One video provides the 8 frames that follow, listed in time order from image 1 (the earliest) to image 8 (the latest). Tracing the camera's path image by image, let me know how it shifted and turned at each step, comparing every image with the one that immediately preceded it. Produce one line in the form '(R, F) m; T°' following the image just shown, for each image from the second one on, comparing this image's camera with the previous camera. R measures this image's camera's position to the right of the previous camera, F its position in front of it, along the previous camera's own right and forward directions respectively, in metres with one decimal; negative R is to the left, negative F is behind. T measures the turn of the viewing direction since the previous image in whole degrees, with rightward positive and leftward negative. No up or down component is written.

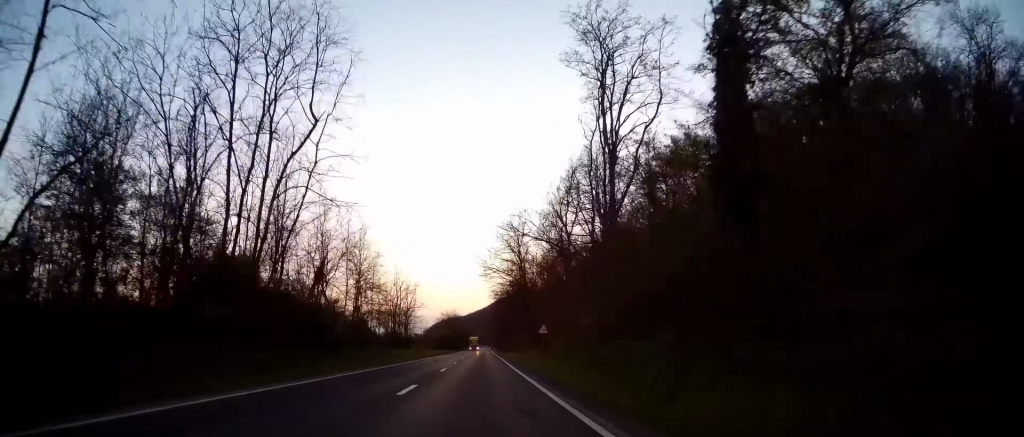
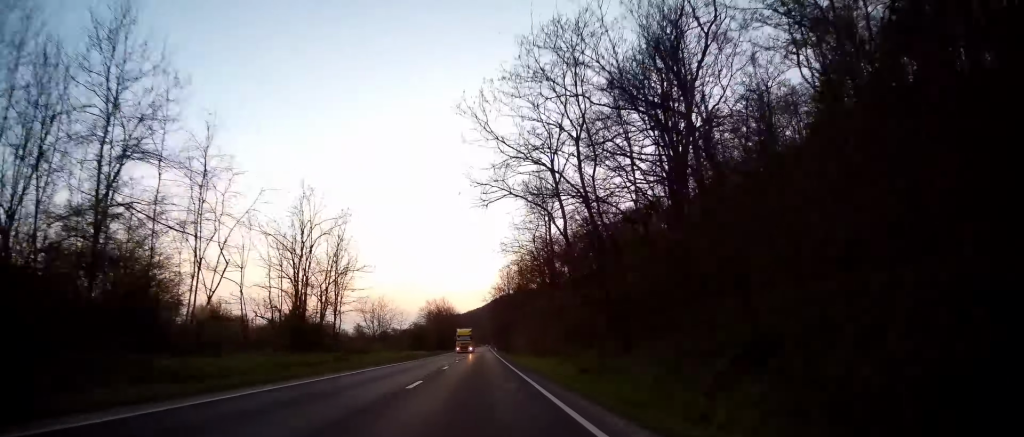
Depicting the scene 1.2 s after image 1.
(-0.1, +34.7) m; -1°
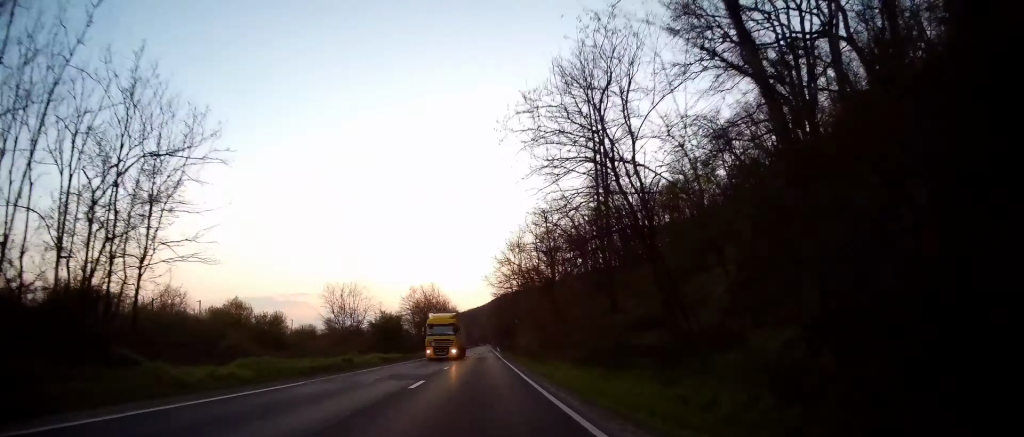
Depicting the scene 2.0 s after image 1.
(-0.4, +24.2) m; 0°
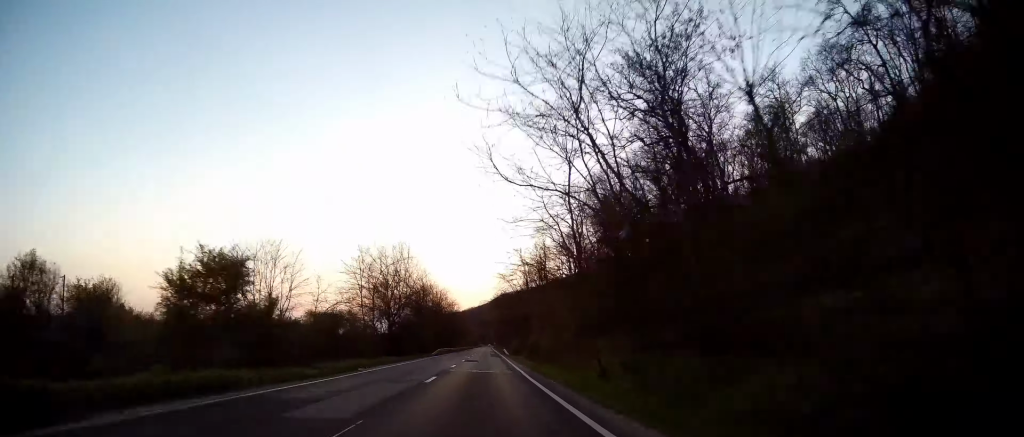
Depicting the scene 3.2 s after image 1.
(+0.6, +34.2) m; +1°
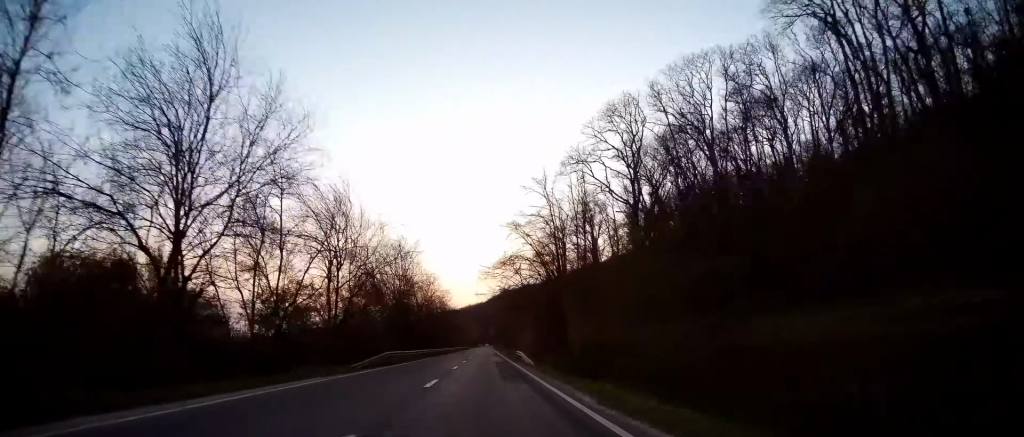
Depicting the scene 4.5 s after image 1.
(-0.1, +37.5) m; -1°
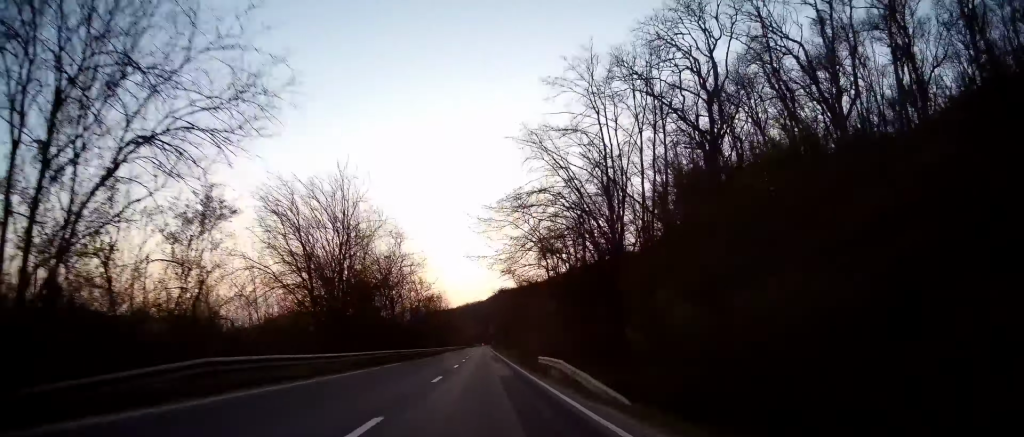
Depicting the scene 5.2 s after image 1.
(0.0, +21.8) m; -1°
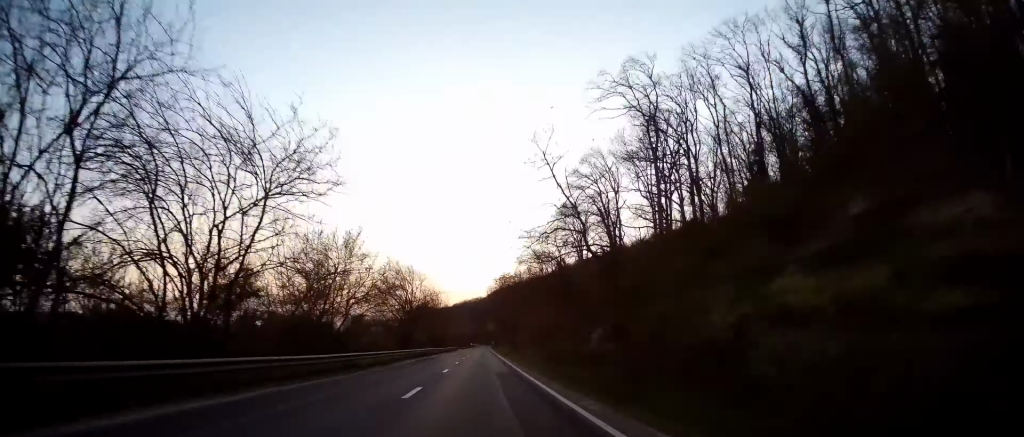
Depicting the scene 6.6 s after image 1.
(-0.2, +40.8) m; +1°
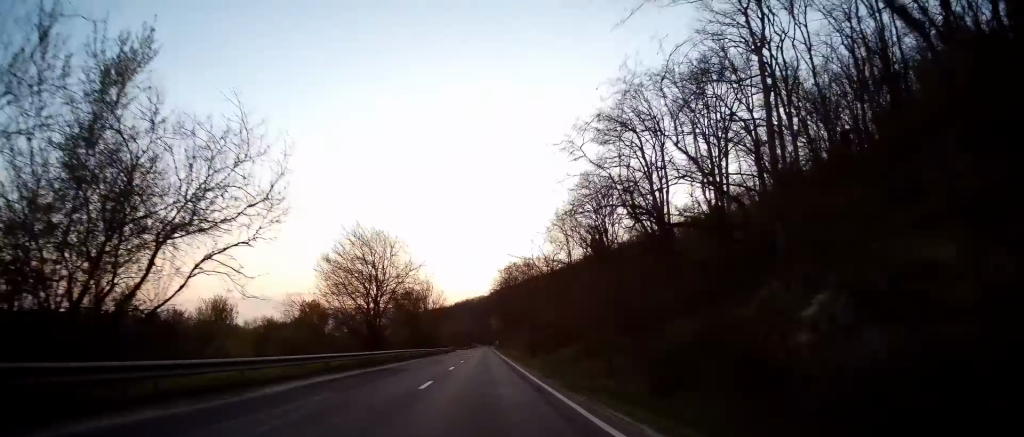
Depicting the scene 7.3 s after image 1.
(+0.2, +21.0) m; 0°
